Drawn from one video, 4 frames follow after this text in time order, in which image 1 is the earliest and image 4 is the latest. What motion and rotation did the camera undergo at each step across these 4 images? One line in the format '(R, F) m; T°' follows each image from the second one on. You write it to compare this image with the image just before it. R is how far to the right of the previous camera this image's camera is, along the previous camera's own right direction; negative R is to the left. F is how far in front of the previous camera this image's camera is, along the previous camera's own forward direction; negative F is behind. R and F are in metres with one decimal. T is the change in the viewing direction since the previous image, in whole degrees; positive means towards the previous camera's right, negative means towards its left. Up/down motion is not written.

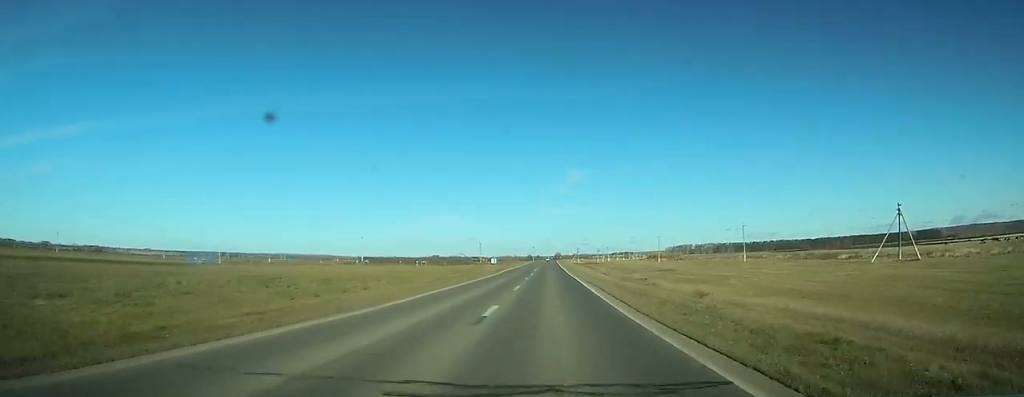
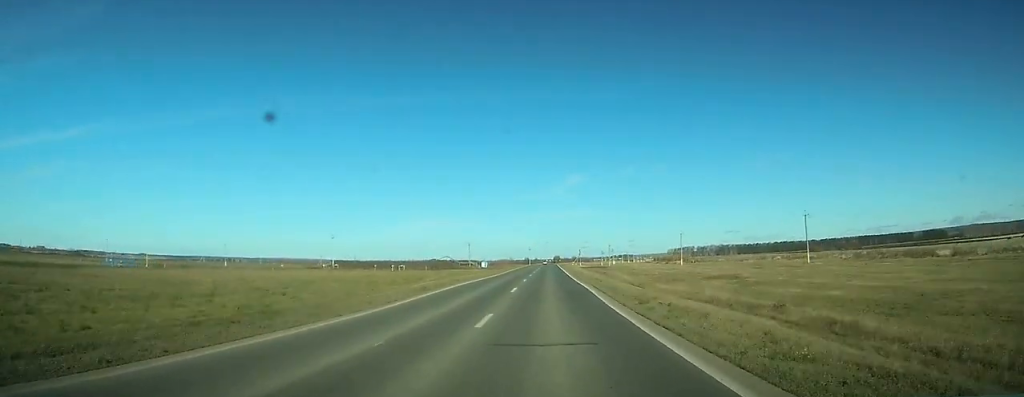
(-0.1, +36.5) m; 0°
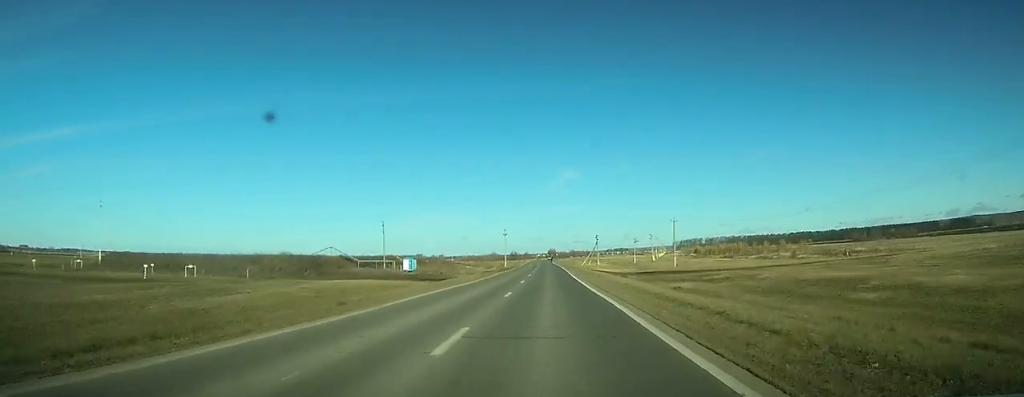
(+0.4, +135.1) m; +1°
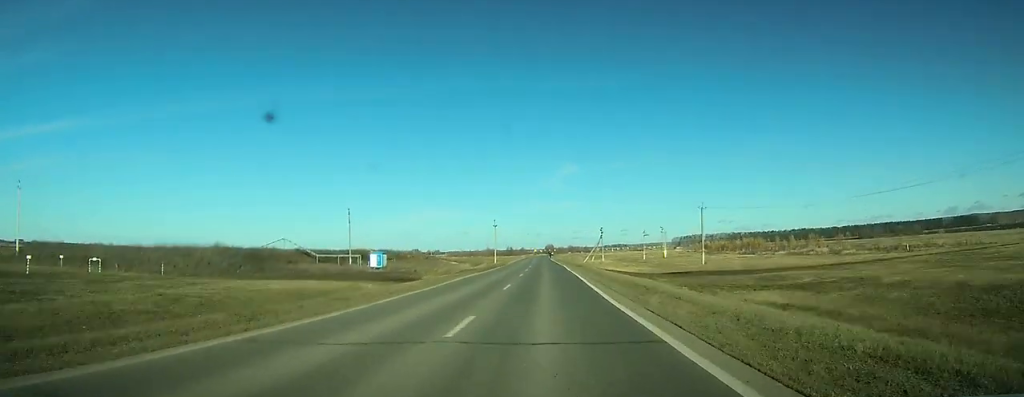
(+0.1, +22.1) m; 0°
